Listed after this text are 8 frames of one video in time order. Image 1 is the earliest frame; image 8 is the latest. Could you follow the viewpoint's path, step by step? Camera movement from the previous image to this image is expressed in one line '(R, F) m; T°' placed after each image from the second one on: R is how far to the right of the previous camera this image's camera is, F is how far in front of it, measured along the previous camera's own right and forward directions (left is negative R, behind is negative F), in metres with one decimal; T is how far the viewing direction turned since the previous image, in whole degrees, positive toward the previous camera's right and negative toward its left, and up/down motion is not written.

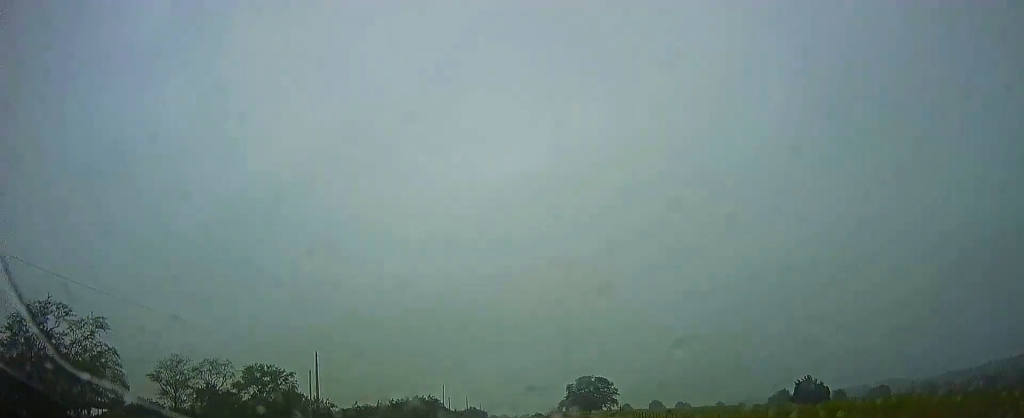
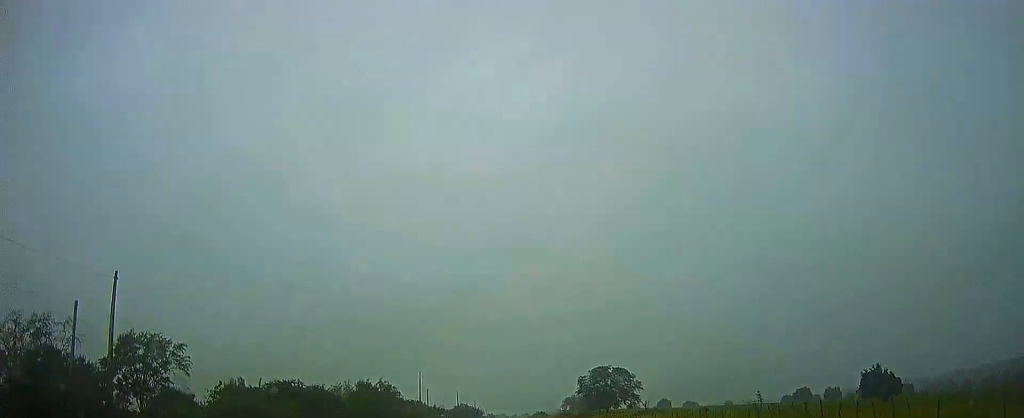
(0.0, +33.6) m; 0°
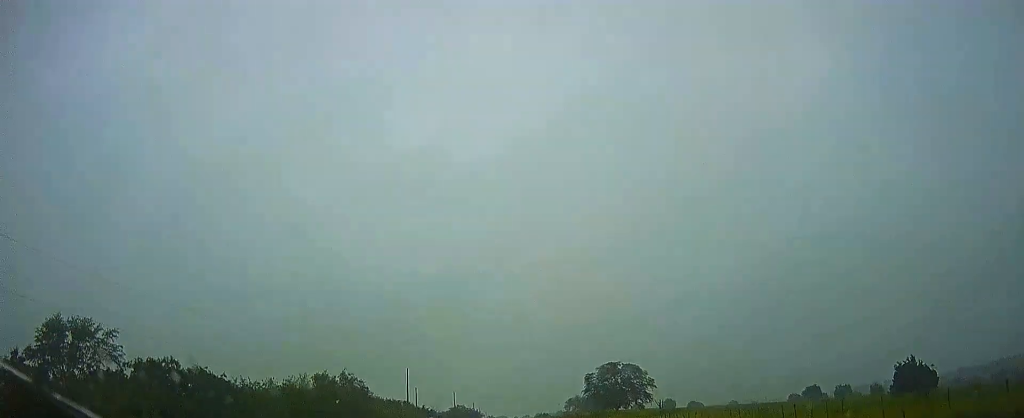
(0.0, +12.8) m; 0°
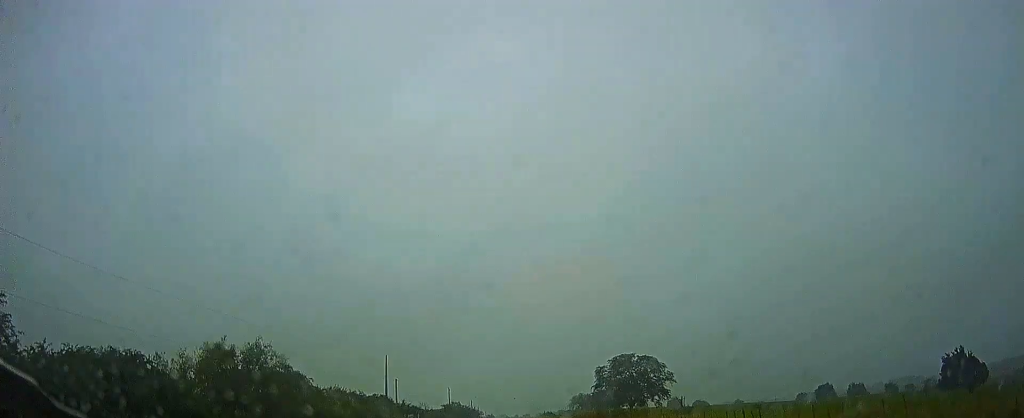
(+0.1, +15.9) m; 0°
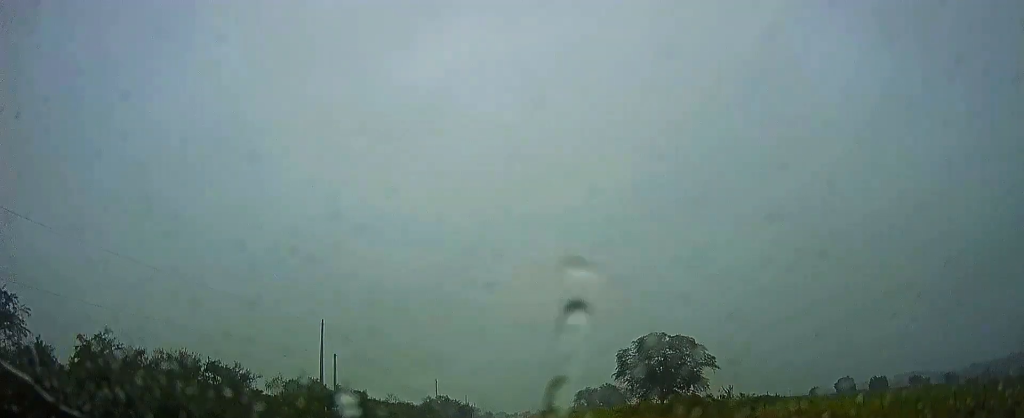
(+0.1, +25.6) m; 0°
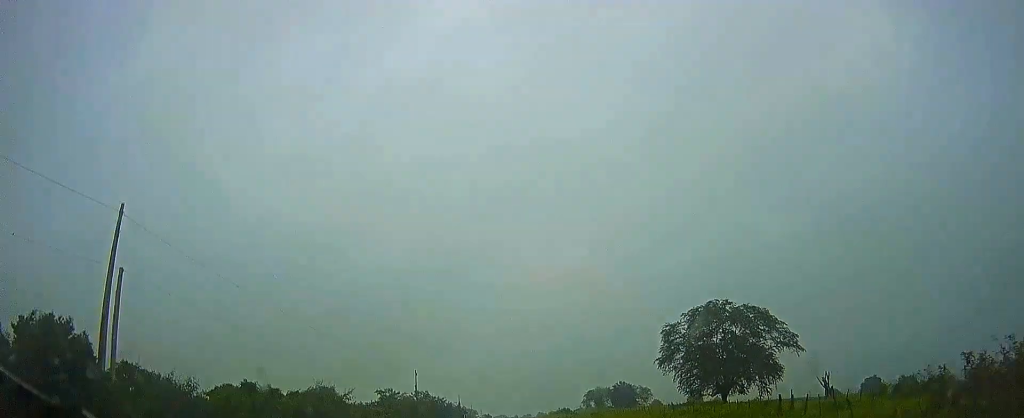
(0.0, +28.9) m; 0°
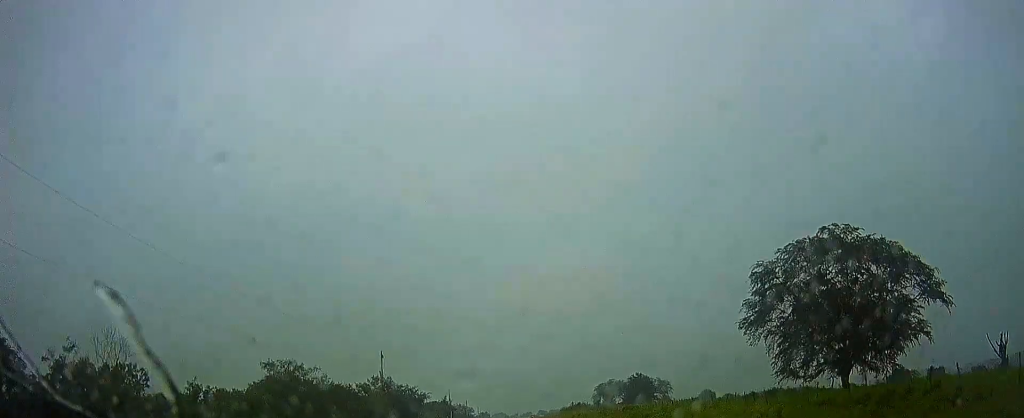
(-0.1, +27.3) m; 0°
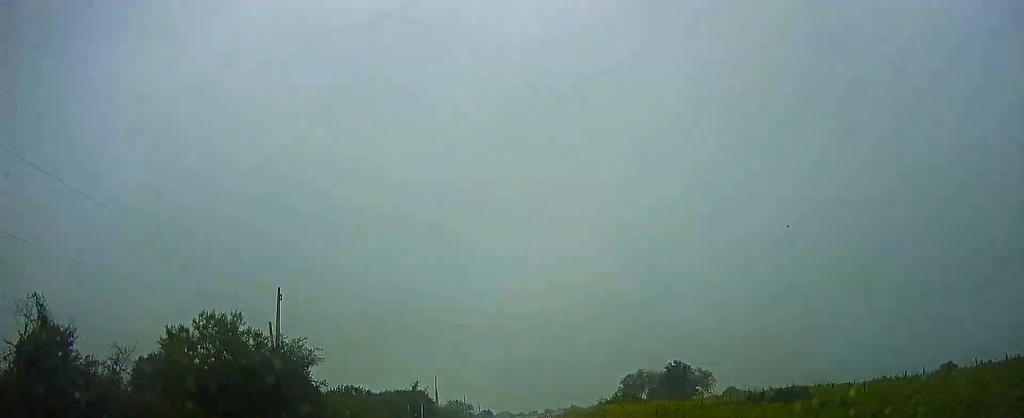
(+0.1, +36.4) m; 0°
